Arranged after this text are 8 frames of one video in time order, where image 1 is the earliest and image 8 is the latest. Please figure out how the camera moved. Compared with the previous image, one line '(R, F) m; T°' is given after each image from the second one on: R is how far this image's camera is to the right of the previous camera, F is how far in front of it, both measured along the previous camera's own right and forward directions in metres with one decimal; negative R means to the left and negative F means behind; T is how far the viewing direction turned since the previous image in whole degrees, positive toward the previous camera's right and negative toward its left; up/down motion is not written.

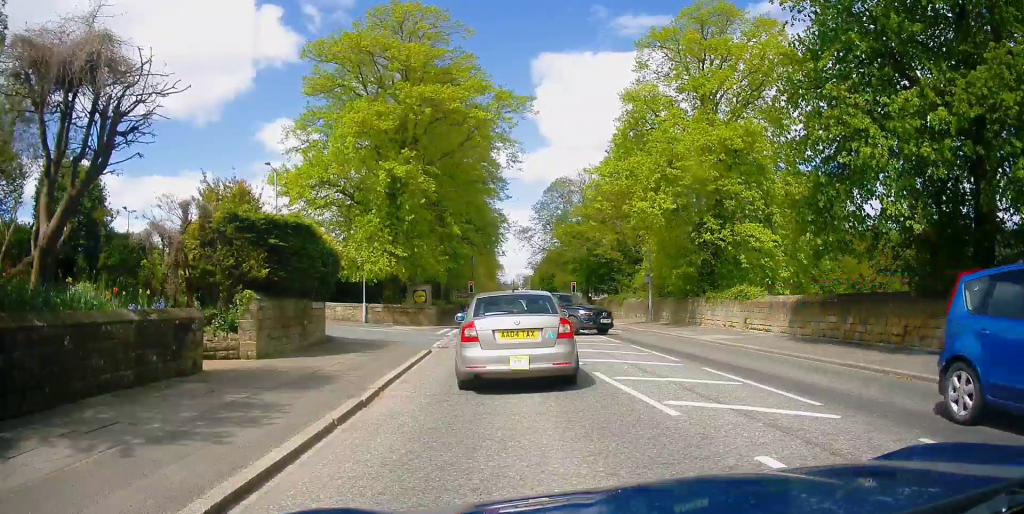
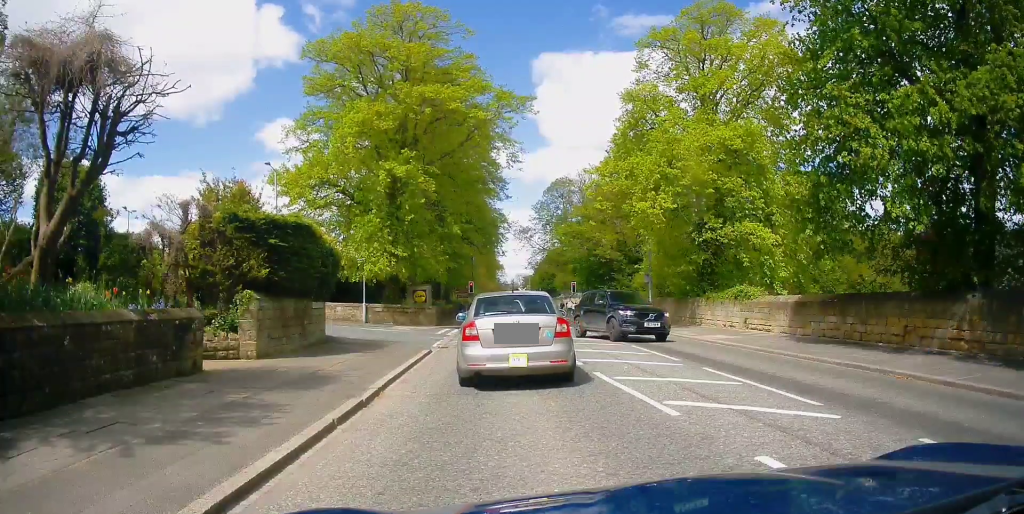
(0.0, 0.0) m; 0°
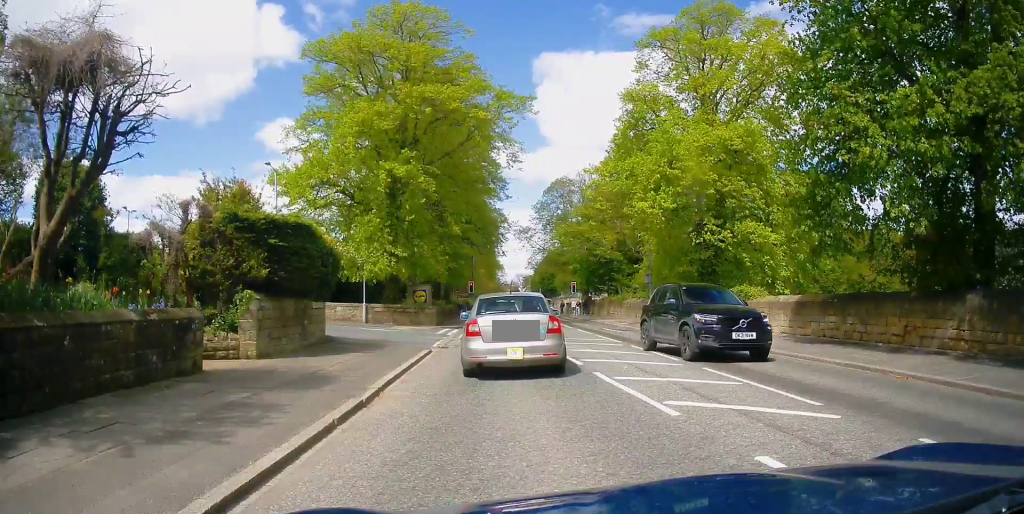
(0.0, 0.0) m; 0°
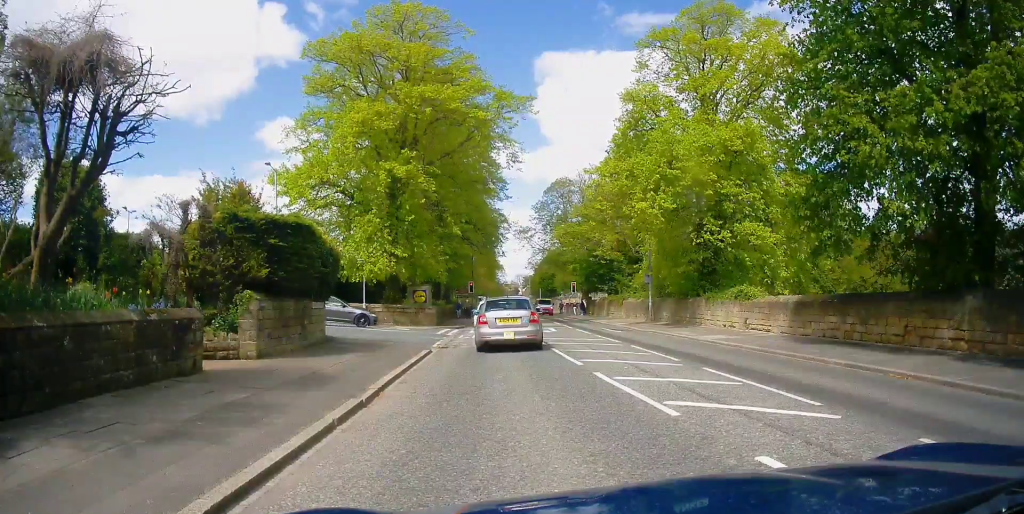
(-0.1, +0.2) m; 0°
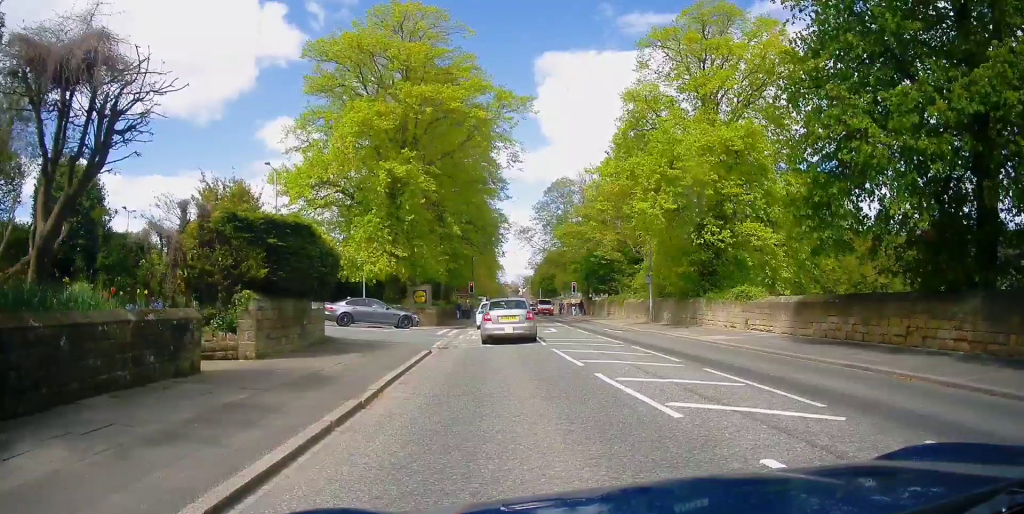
(0.0, 0.0) m; 0°
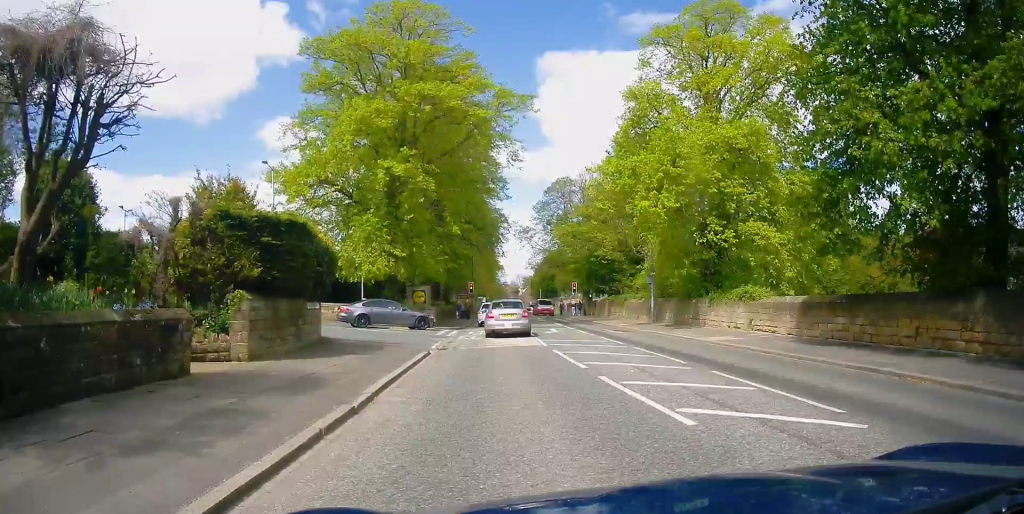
(0.0, +0.1) m; 0°
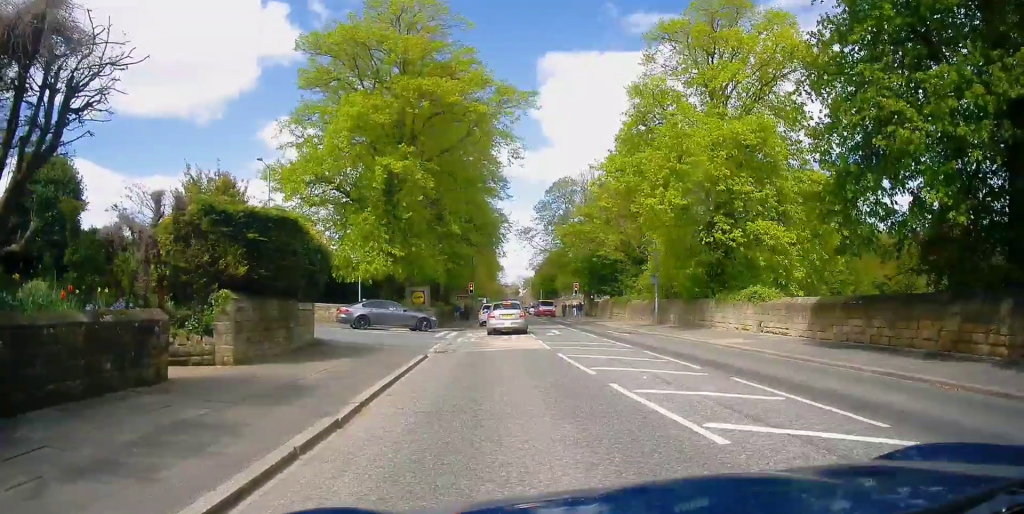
(0.0, +0.5) m; 0°
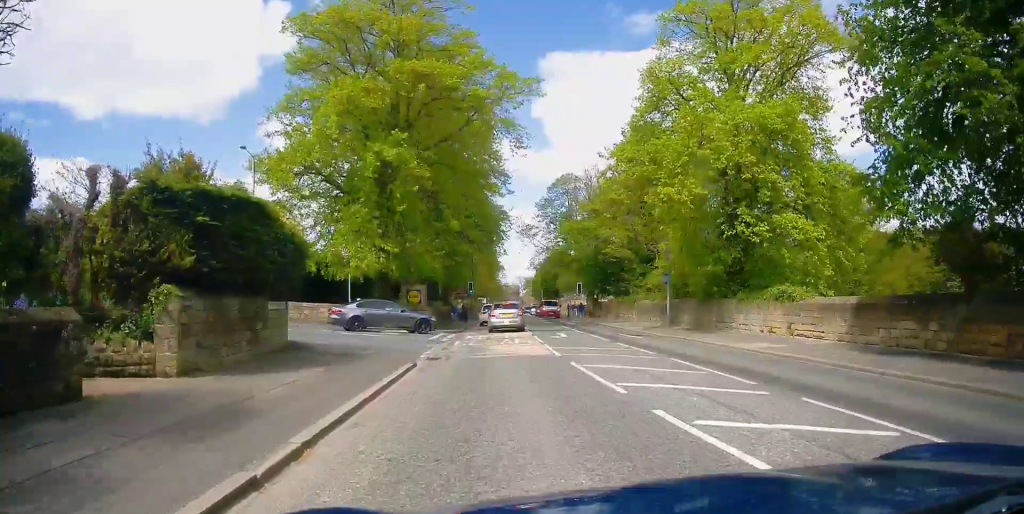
(+0.5, +2.1) m; +7°
